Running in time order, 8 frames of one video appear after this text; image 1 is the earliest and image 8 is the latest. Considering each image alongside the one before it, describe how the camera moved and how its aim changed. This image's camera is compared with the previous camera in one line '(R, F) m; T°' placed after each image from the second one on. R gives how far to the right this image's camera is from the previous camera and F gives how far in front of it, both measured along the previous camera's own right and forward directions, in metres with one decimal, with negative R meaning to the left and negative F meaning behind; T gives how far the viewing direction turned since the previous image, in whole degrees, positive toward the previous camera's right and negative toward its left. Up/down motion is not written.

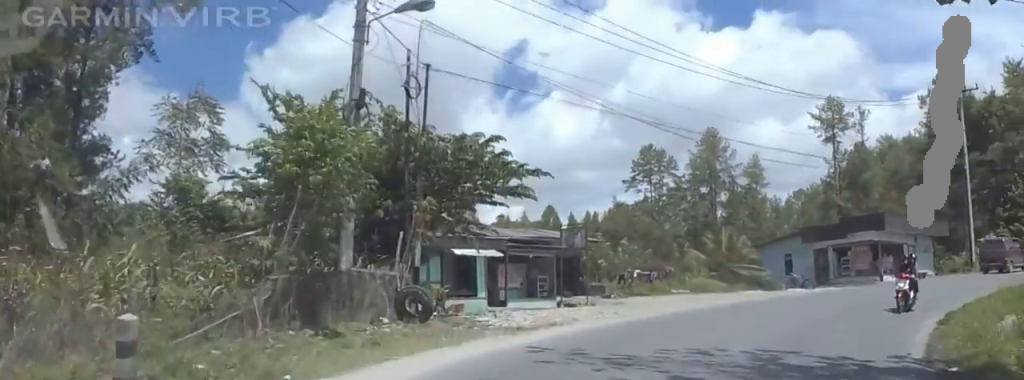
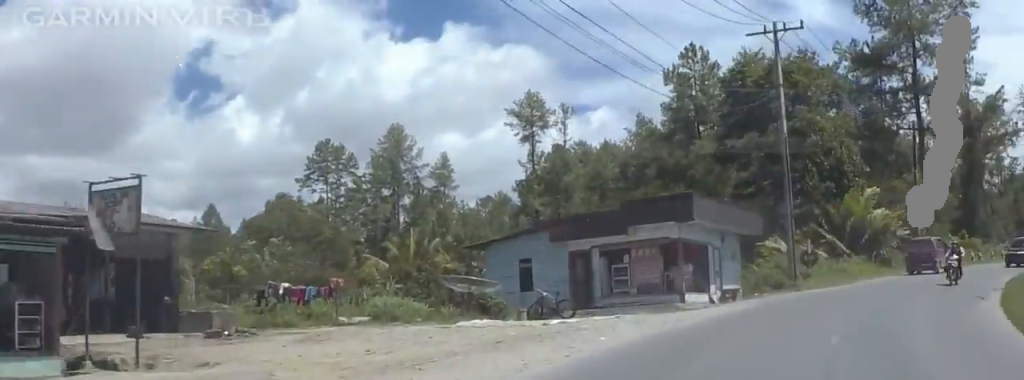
(+2.8, +18.4) m; +16°
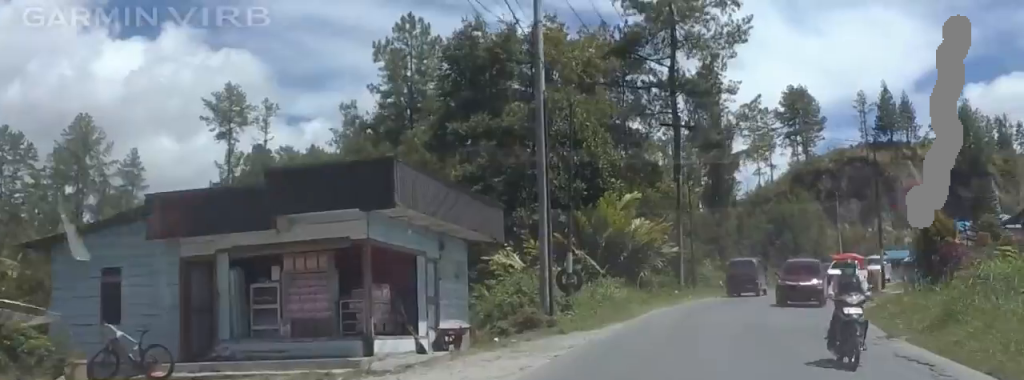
(+1.4, +13.0) m; +16°
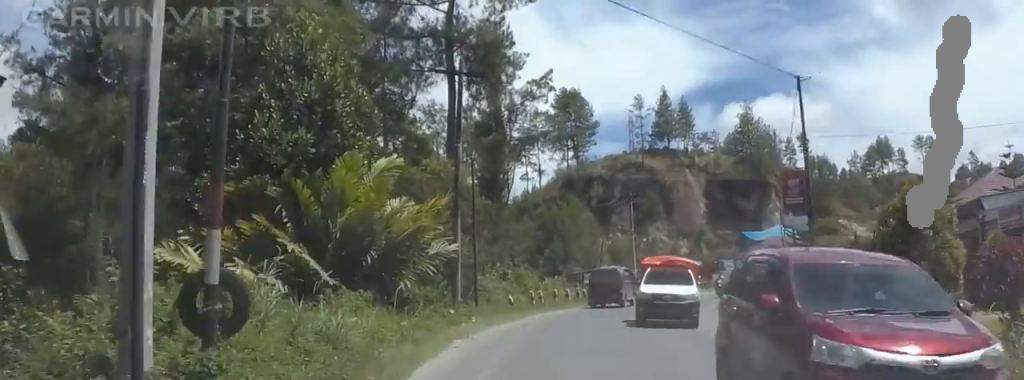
(+3.0, +15.2) m; +15°
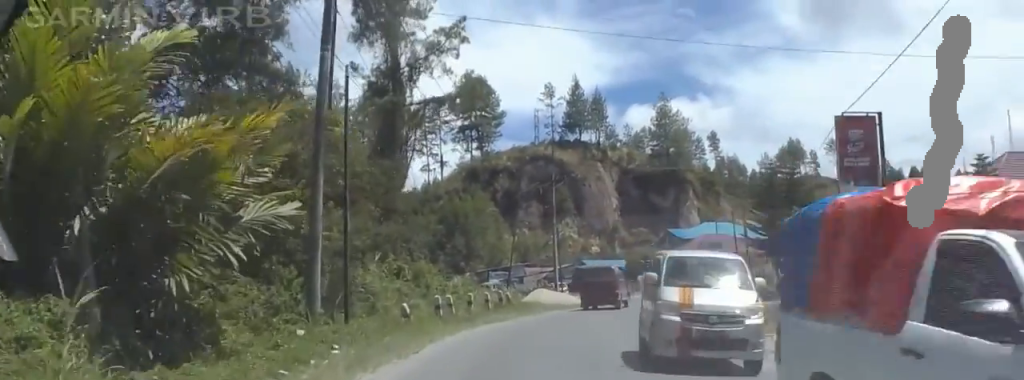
(+0.4, +13.7) m; +3°
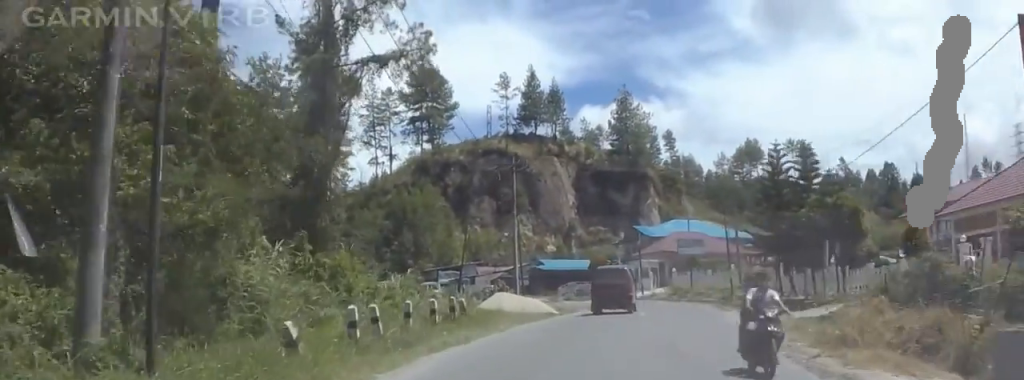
(-0.2, +10.0) m; +4°
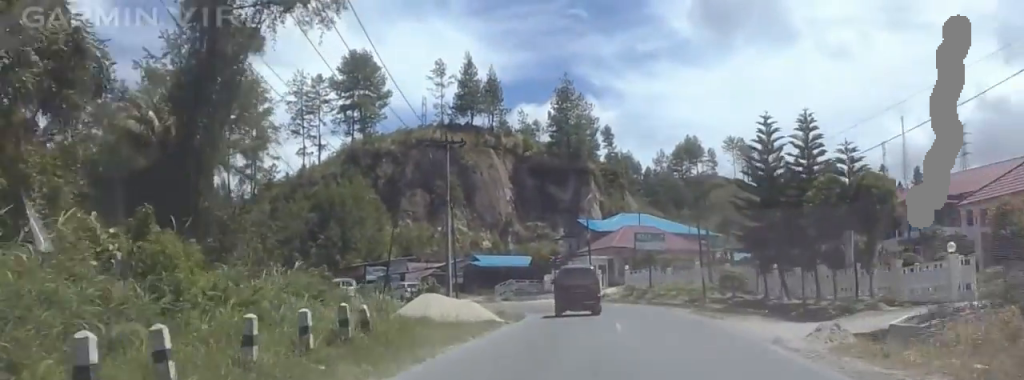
(+0.5, +9.0) m; +8°
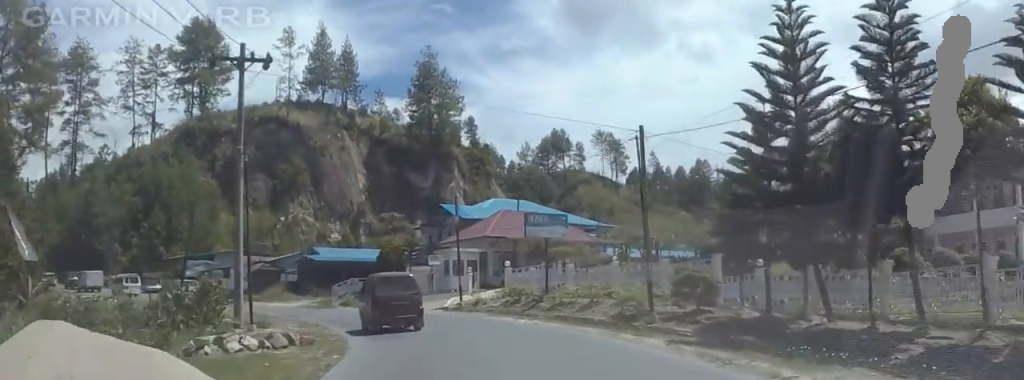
(+2.1, +18.6) m; +6°
